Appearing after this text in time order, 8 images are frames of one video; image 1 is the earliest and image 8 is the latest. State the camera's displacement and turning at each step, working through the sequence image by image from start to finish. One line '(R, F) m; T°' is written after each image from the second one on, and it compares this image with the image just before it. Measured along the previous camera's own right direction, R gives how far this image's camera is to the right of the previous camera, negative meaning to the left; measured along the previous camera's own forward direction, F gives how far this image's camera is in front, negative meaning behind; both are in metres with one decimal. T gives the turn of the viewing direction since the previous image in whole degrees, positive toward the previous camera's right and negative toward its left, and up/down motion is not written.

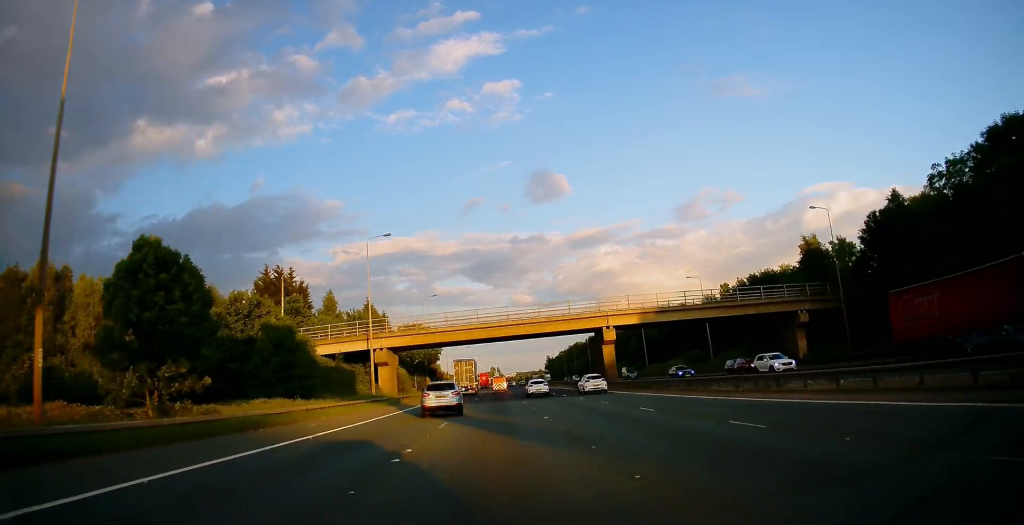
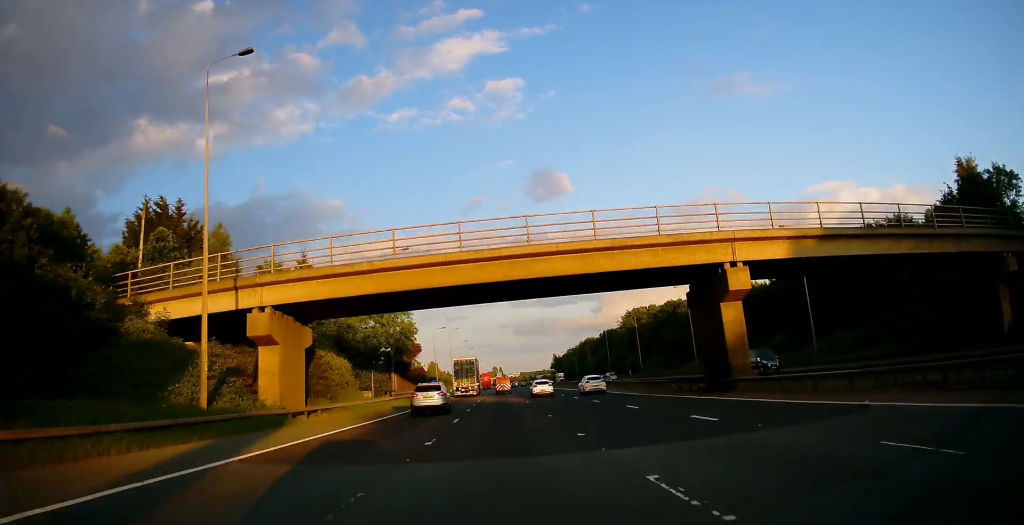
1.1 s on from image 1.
(+0.1, +32.2) m; 0°
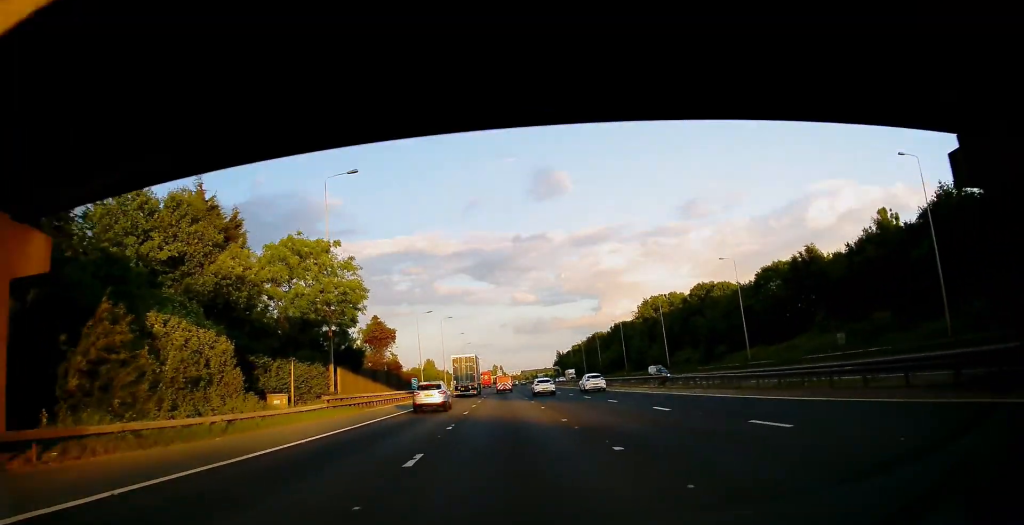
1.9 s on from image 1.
(-0.1, +23.0) m; 0°
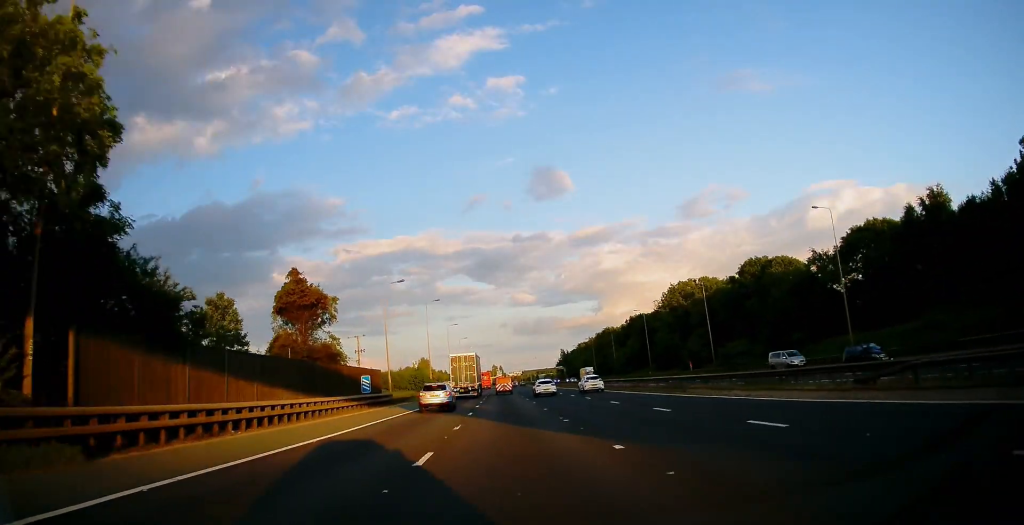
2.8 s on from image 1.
(-0.2, +25.9) m; 0°
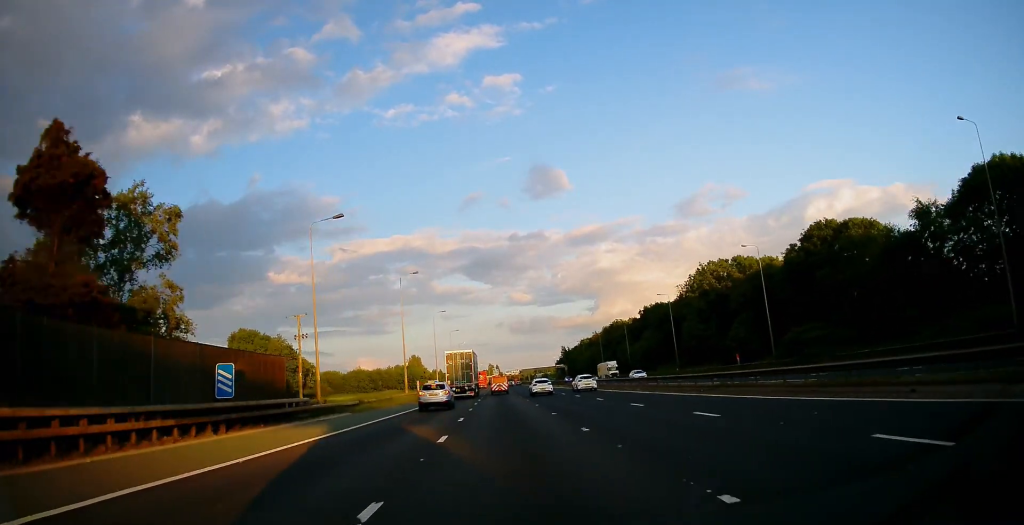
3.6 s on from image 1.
(+0.2, +22.0) m; +1°
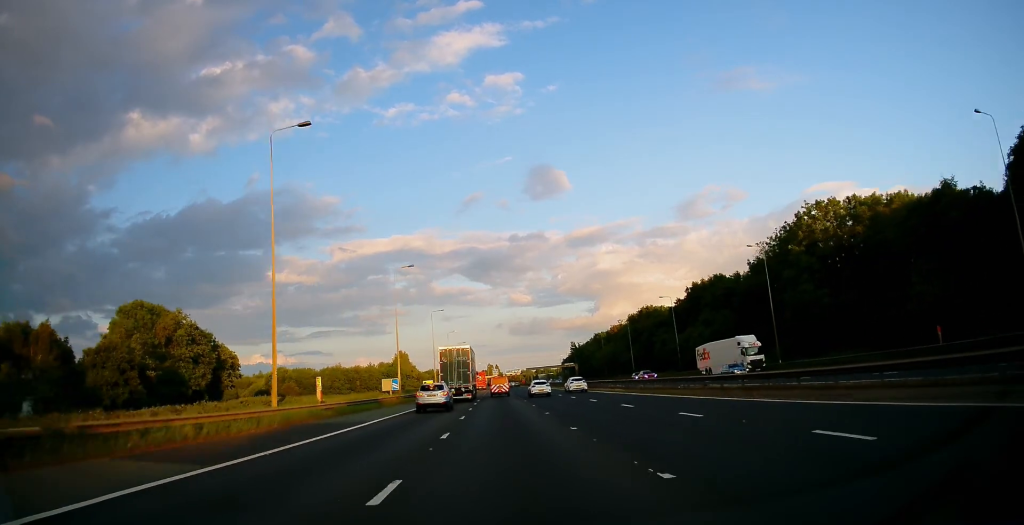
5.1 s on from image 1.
(-1.7, +40.9) m; -3°
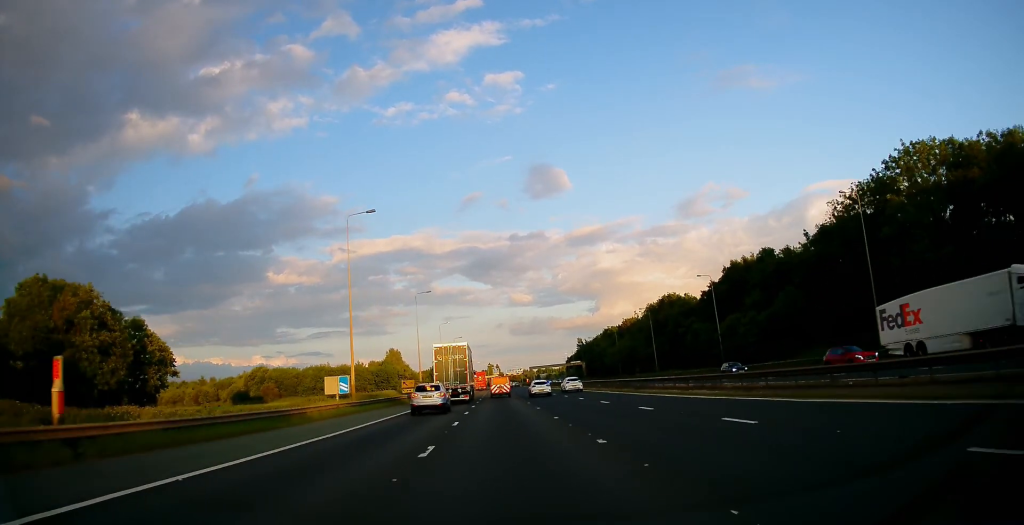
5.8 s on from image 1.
(-0.1, +20.3) m; +2°
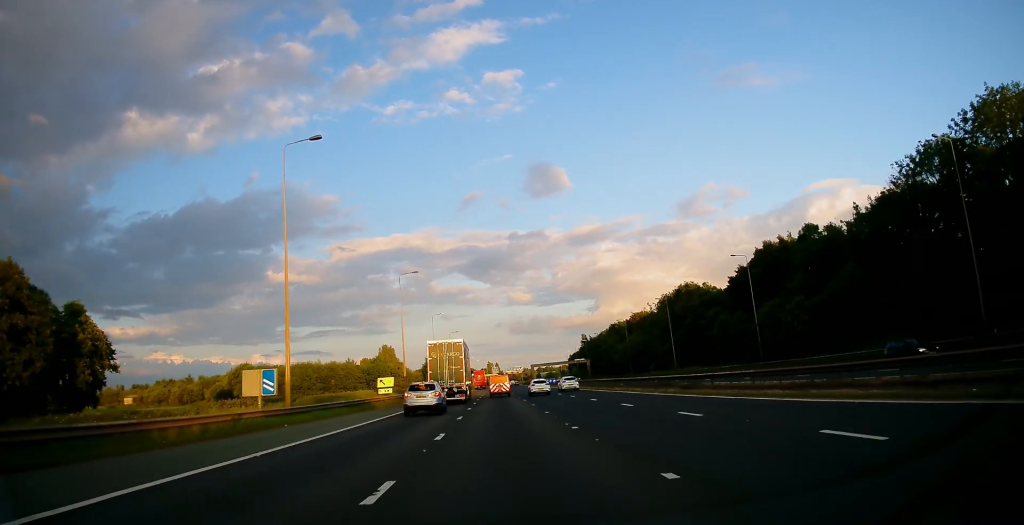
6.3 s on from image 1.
(+0.7, +13.1) m; +3°
